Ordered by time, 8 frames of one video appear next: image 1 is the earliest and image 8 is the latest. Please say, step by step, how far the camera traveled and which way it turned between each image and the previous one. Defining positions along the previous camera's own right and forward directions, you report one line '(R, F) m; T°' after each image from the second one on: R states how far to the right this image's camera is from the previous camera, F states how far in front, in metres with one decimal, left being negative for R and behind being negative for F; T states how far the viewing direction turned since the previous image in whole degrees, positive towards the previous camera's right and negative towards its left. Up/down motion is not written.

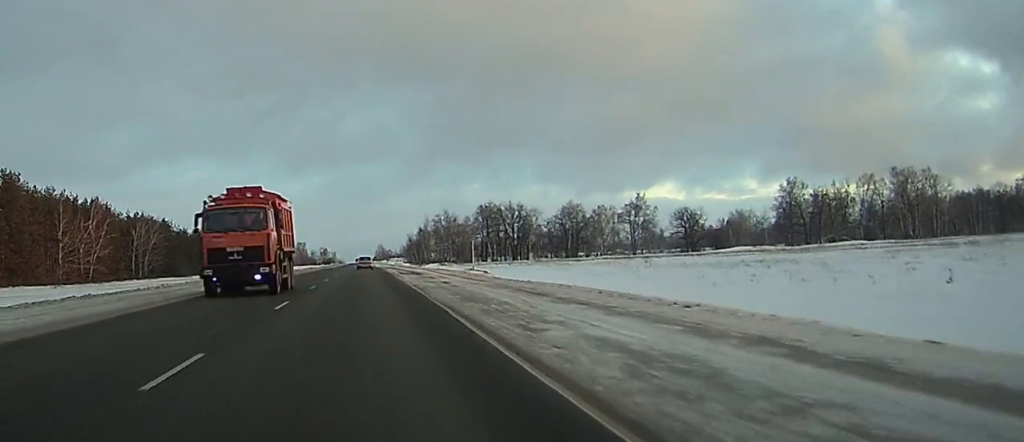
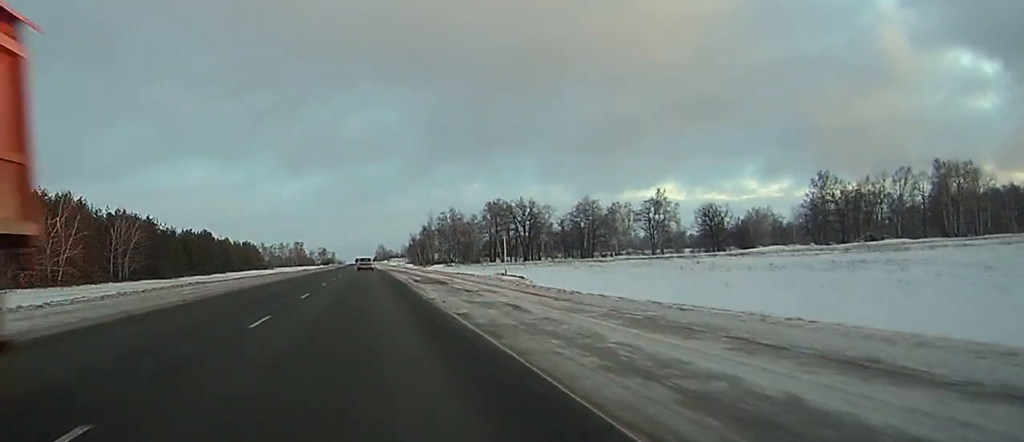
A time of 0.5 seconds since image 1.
(0.0, +16.7) m; 0°
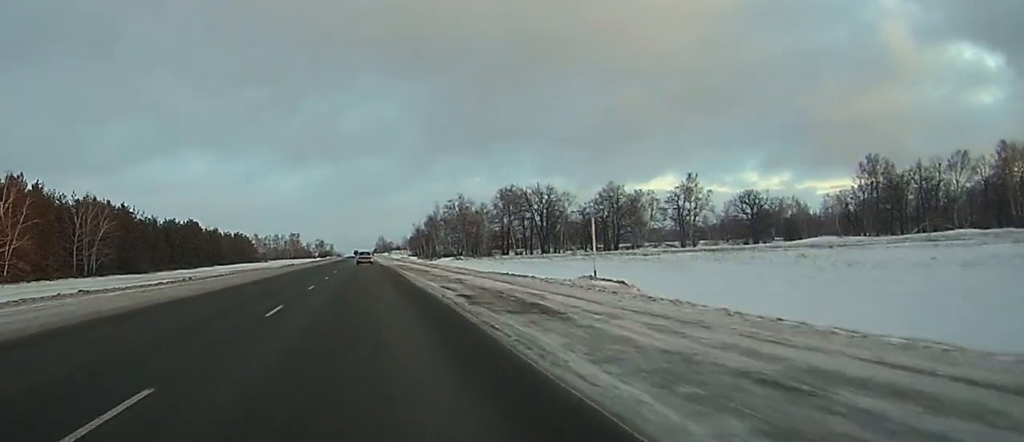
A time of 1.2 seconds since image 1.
(0.0, +22.4) m; 0°
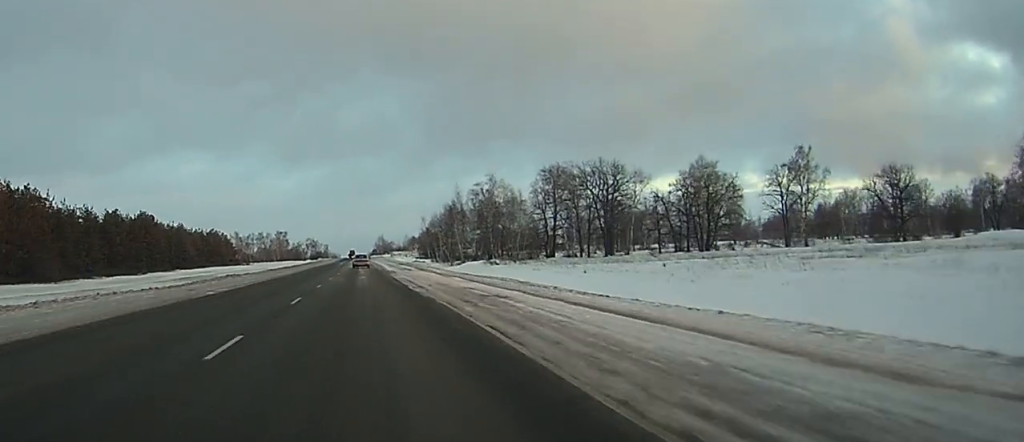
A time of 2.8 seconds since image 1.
(0.0, +54.8) m; 0°
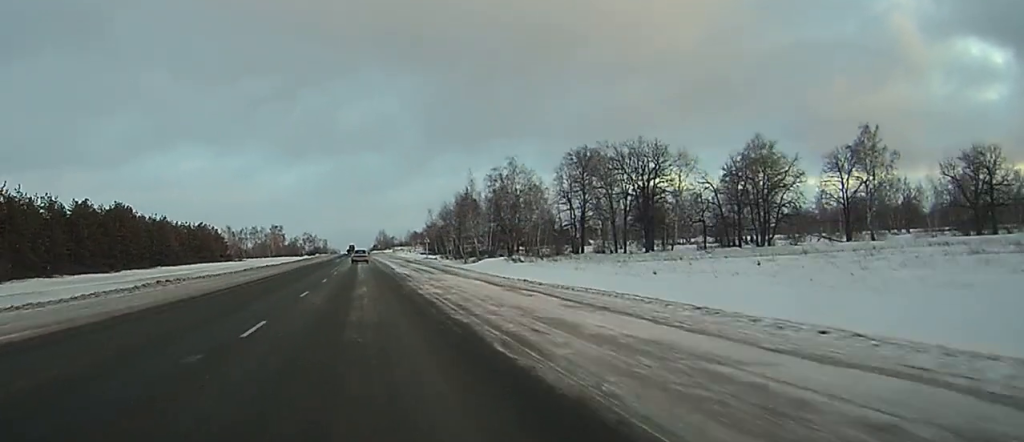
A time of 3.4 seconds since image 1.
(+0.1, +21.3) m; 0°
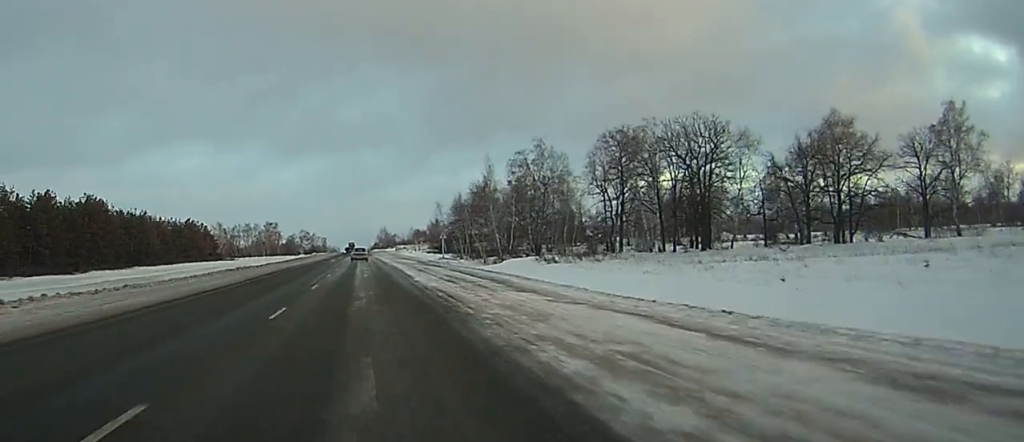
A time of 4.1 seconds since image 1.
(0.0, +21.2) m; 0°
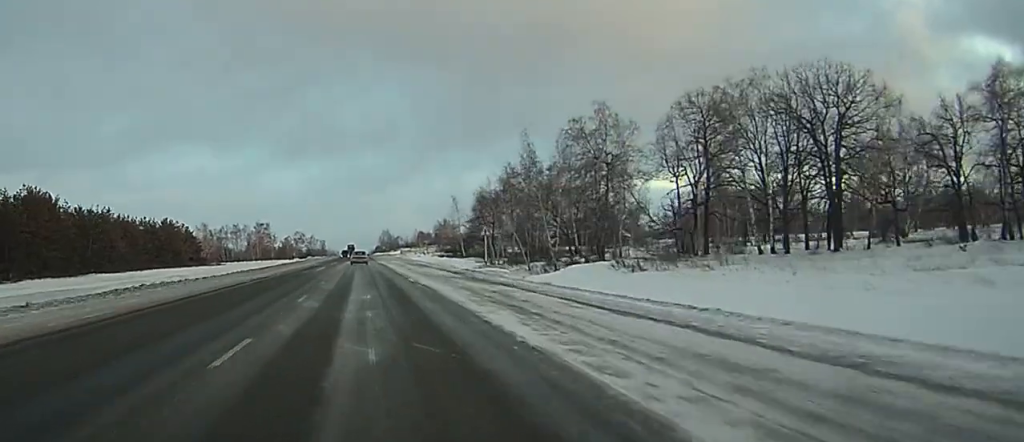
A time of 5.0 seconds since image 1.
(0.0, +31.4) m; +1°
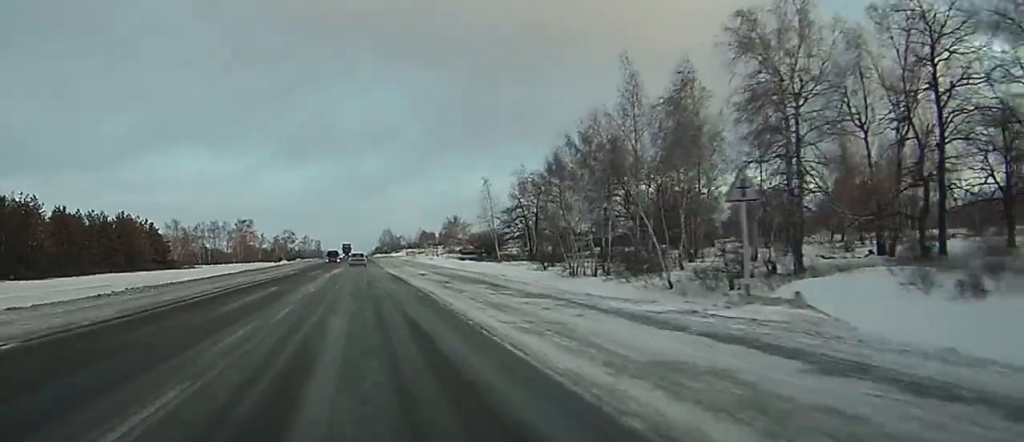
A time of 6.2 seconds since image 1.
(+1.7, +41.3) m; 0°
